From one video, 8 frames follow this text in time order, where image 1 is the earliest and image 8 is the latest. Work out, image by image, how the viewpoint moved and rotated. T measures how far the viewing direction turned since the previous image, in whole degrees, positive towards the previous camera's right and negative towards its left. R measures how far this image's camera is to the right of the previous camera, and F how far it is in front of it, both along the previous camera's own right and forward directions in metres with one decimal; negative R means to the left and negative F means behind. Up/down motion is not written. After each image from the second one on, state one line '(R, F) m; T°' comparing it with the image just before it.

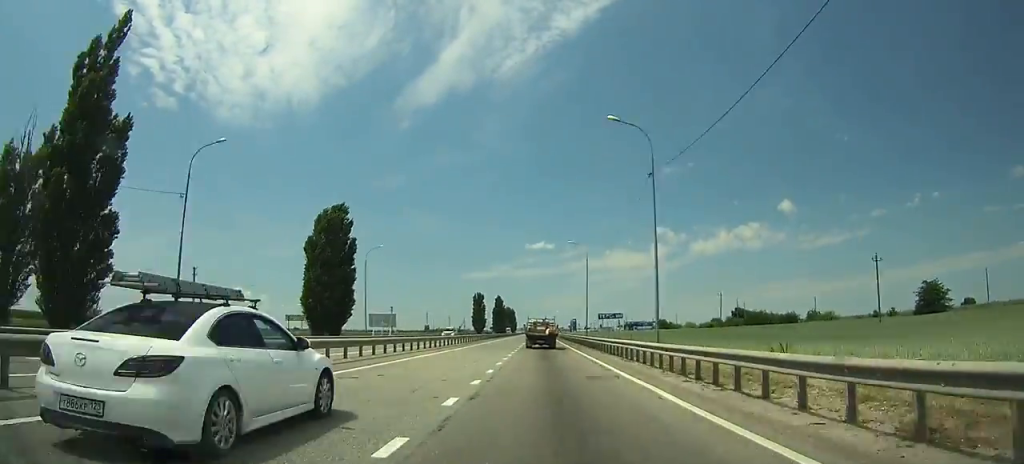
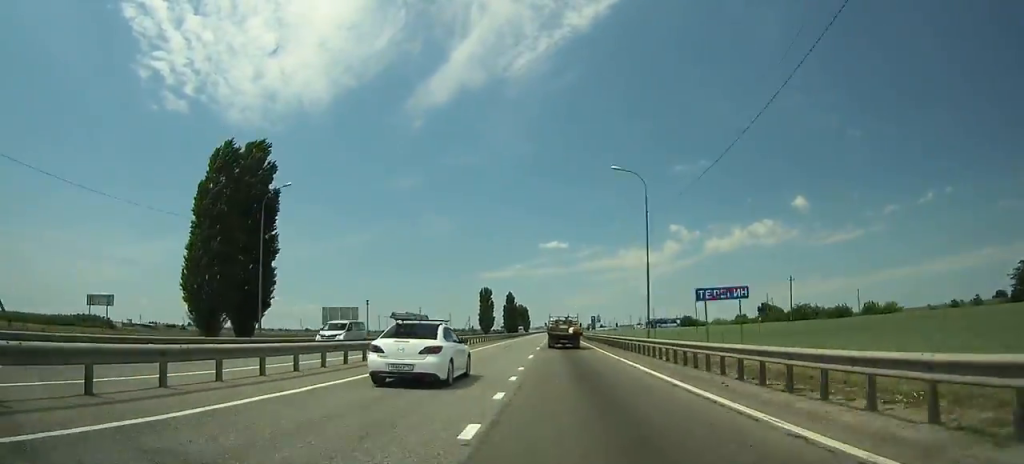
(0.0, +31.2) m; 0°
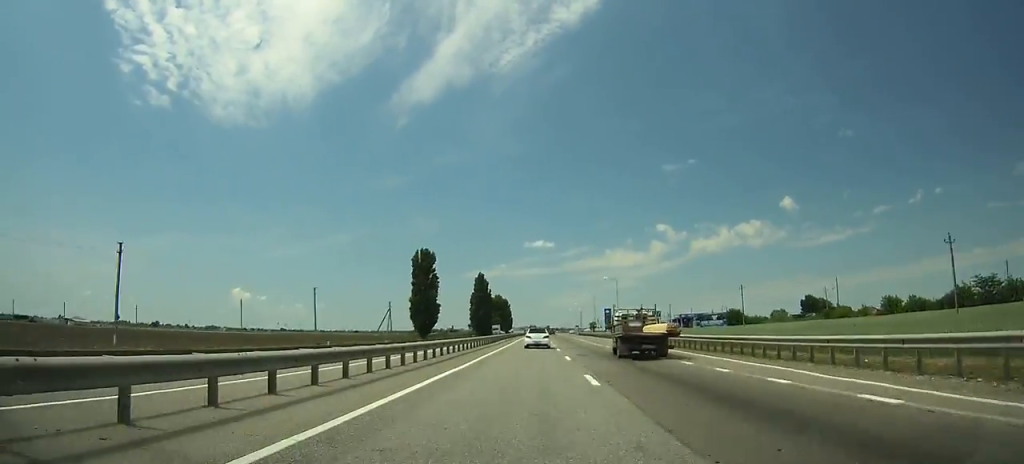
(-0.1, +110.0) m; +1°
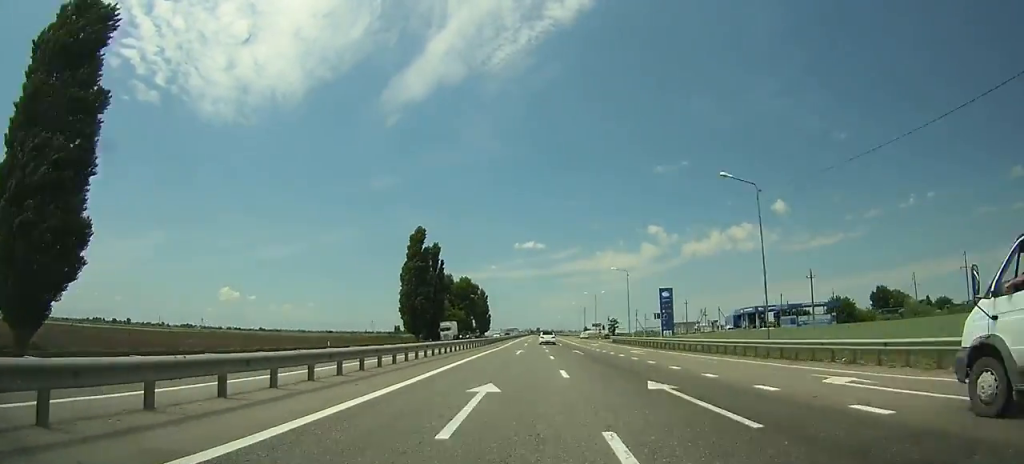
(+1.0, +99.6) m; +1°
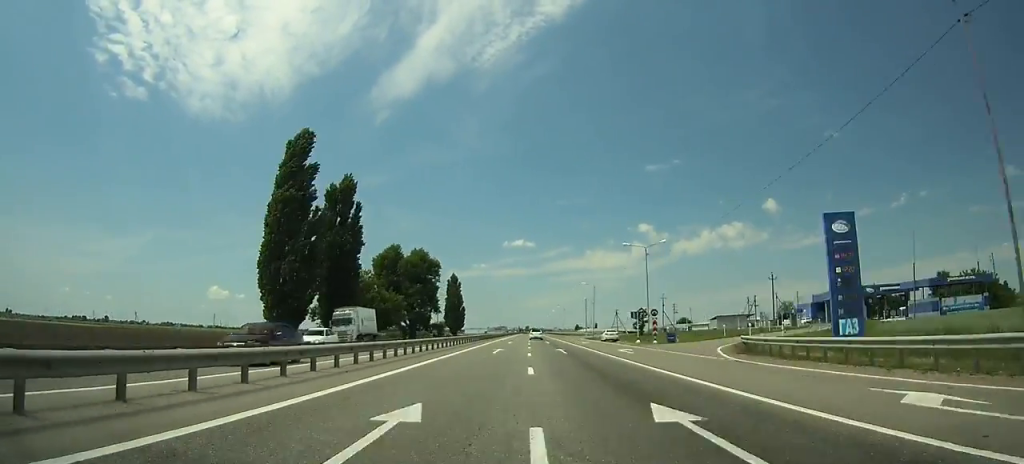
(+0.2, +58.3) m; 0°
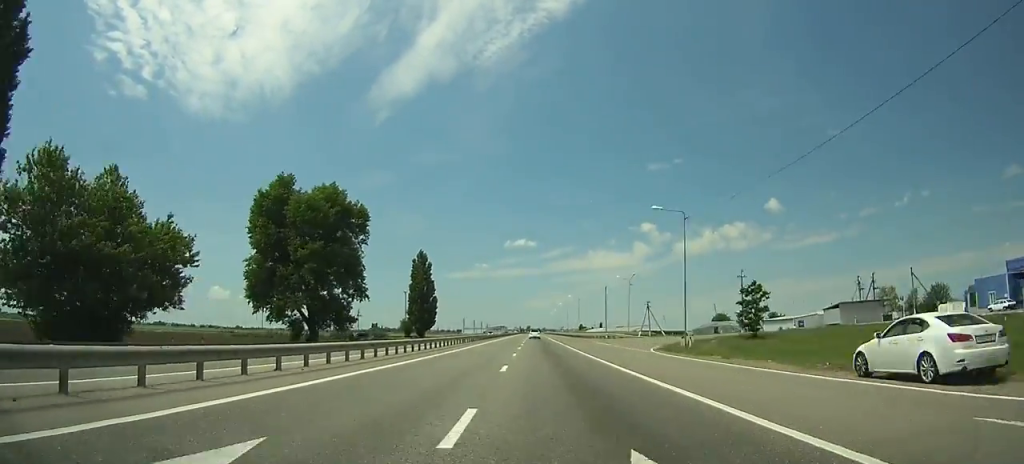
(+0.2, +58.7) m; 0°
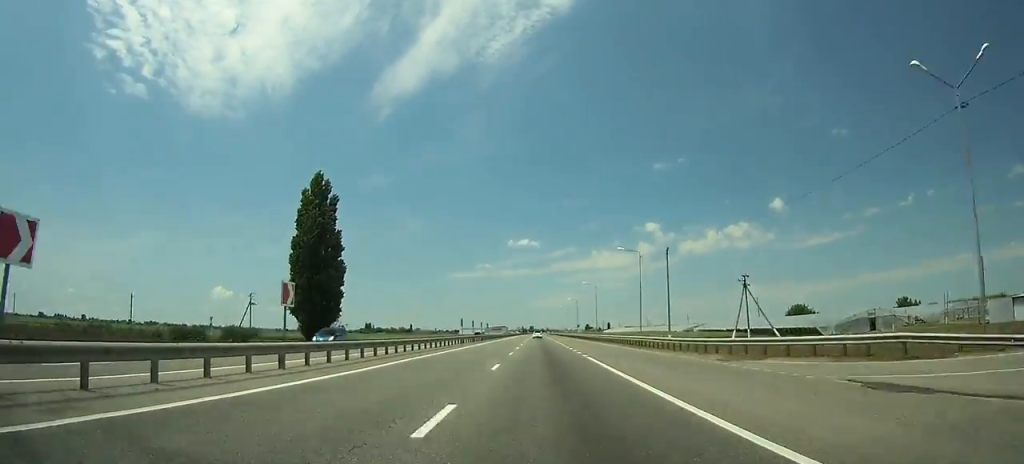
(0.0, +71.2) m; 0°
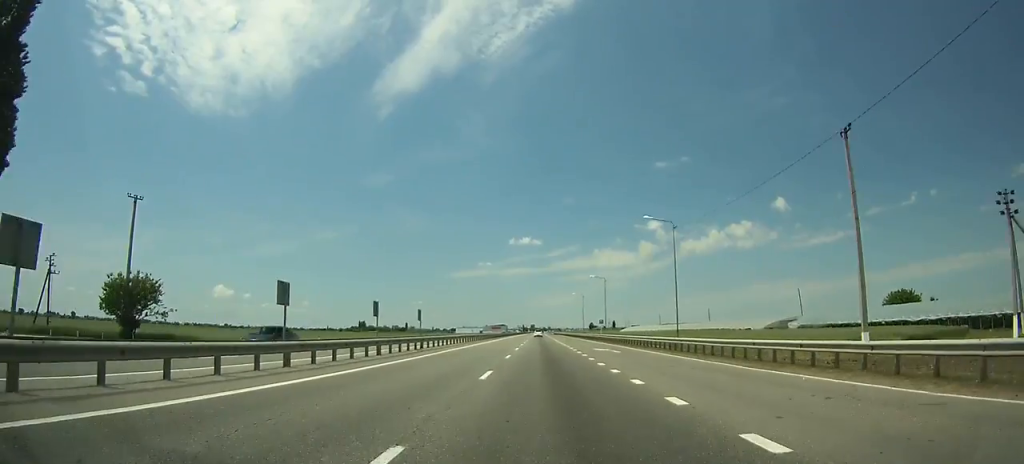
(-0.1, +51.7) m; 0°
